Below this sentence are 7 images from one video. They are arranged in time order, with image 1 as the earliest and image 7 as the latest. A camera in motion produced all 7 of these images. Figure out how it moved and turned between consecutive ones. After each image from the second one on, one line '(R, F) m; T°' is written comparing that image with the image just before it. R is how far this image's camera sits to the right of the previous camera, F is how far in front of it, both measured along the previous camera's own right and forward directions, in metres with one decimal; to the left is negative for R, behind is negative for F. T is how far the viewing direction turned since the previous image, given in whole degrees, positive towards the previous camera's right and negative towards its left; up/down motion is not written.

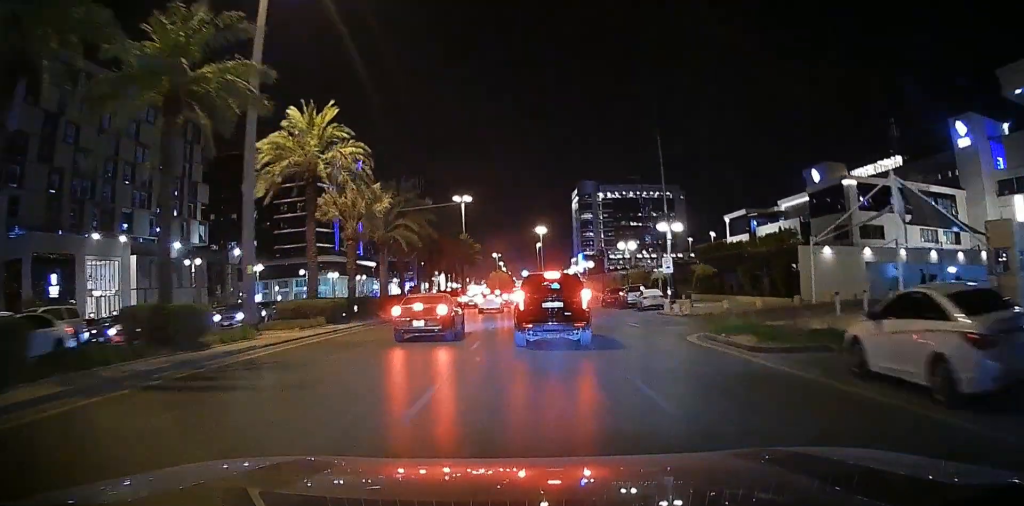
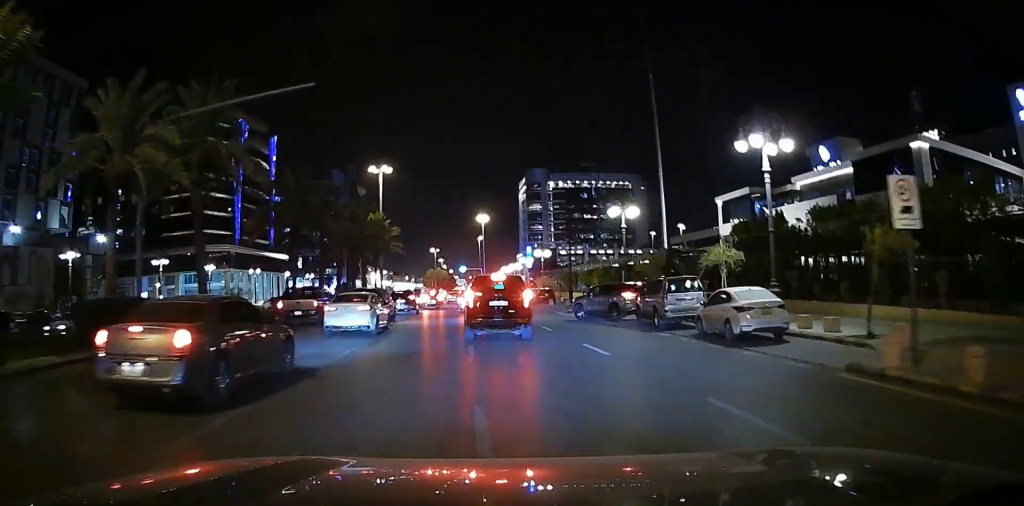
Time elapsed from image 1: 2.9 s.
(+2.1, +34.4) m; +6°
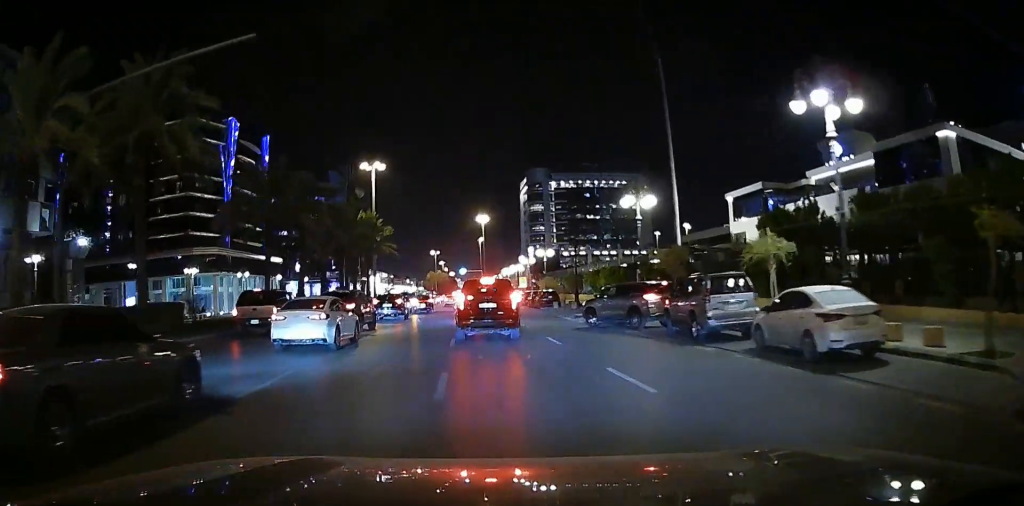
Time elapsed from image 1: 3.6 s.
(0.0, +6.8) m; -1°
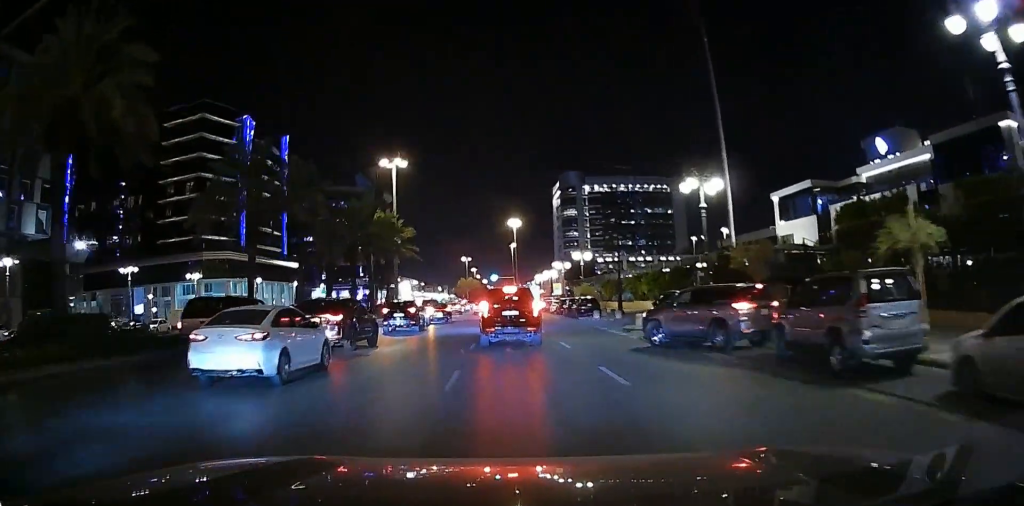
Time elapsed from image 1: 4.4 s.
(+0.2, +8.5) m; -4°
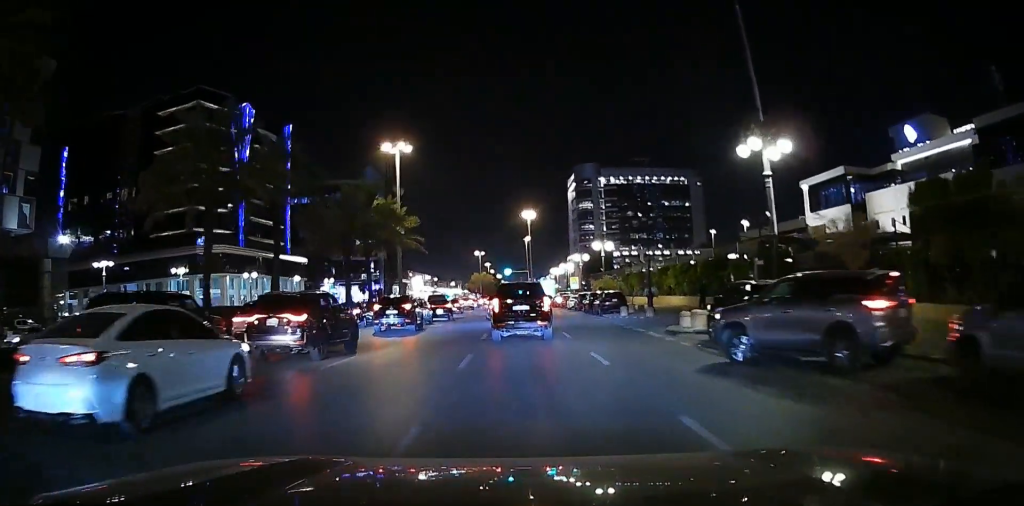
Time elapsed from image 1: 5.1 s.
(-0.5, +6.6) m; 0°
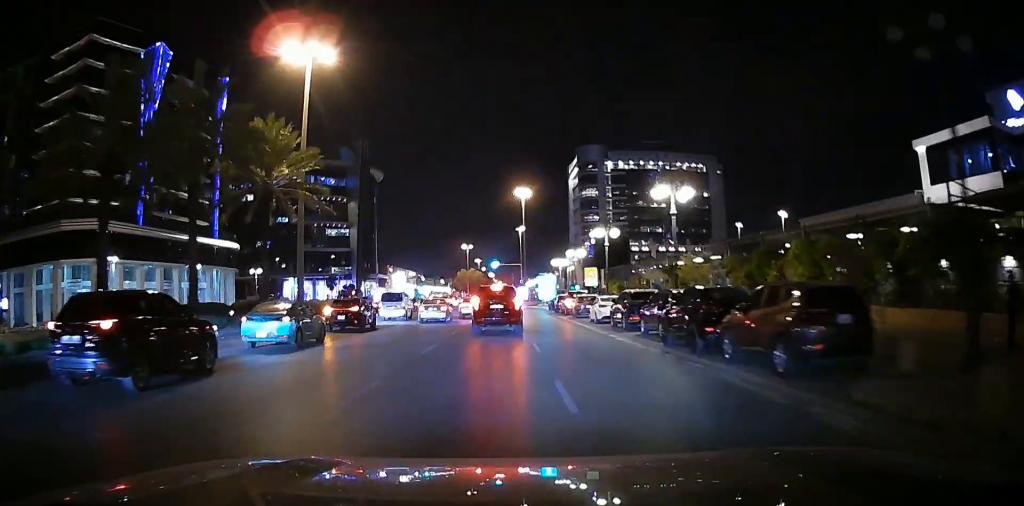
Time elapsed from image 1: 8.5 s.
(+1.7, +30.9) m; 0°
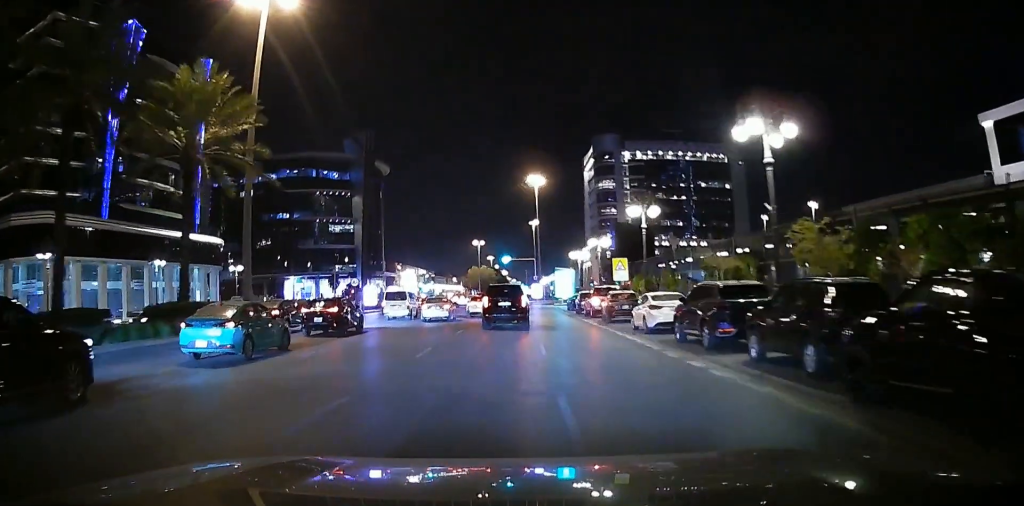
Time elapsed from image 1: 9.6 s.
(-0.6, +11.8) m; +2°
